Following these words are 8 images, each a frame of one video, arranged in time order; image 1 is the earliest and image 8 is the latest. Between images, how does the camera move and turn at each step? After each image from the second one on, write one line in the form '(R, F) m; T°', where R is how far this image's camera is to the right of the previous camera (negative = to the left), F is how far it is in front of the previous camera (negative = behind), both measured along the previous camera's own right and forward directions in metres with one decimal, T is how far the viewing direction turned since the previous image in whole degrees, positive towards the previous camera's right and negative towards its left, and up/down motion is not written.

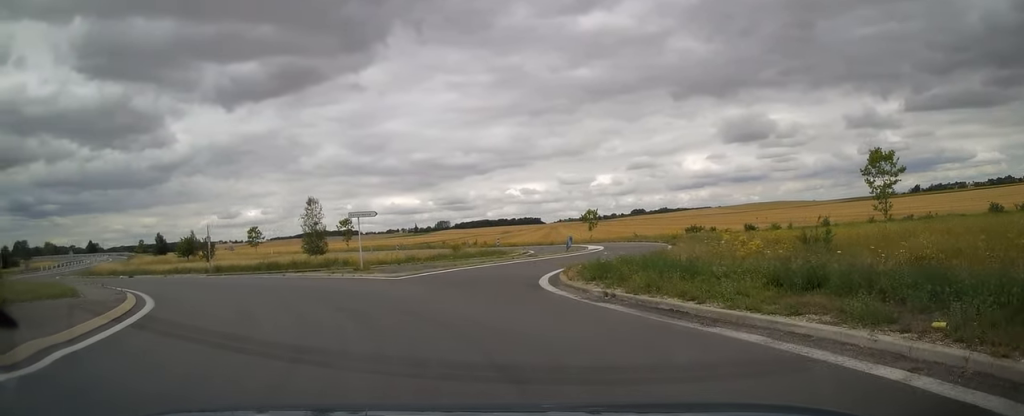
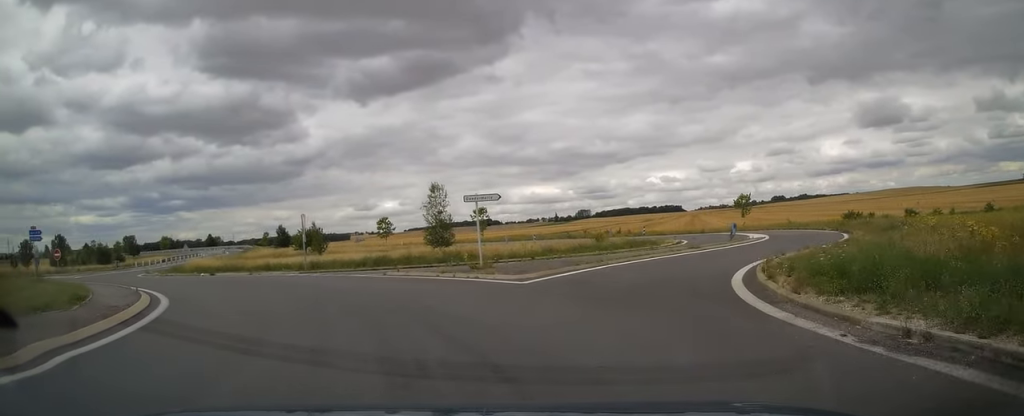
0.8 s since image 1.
(-0.7, +5.8) m; -14°
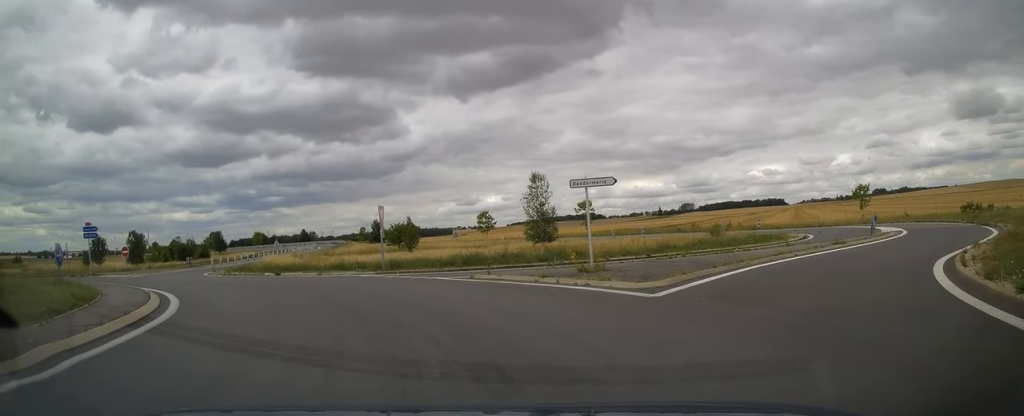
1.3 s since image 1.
(-0.2, +4.3) m; -11°
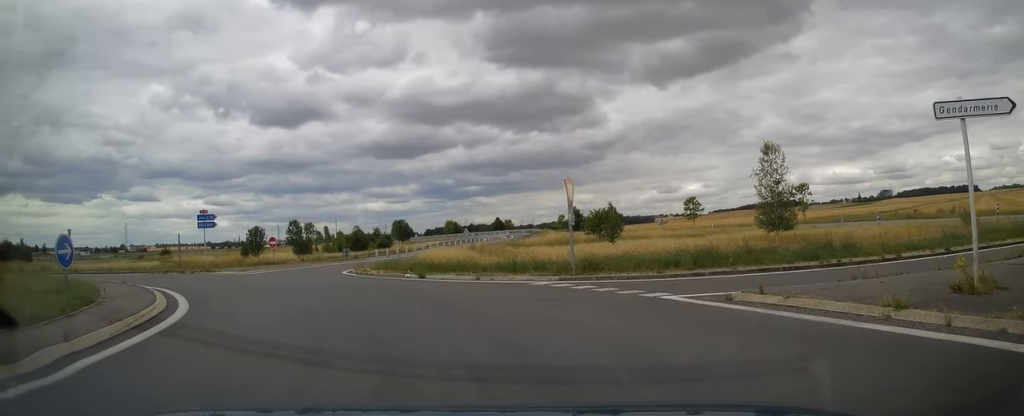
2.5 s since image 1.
(-2.0, +8.5) m; -22°
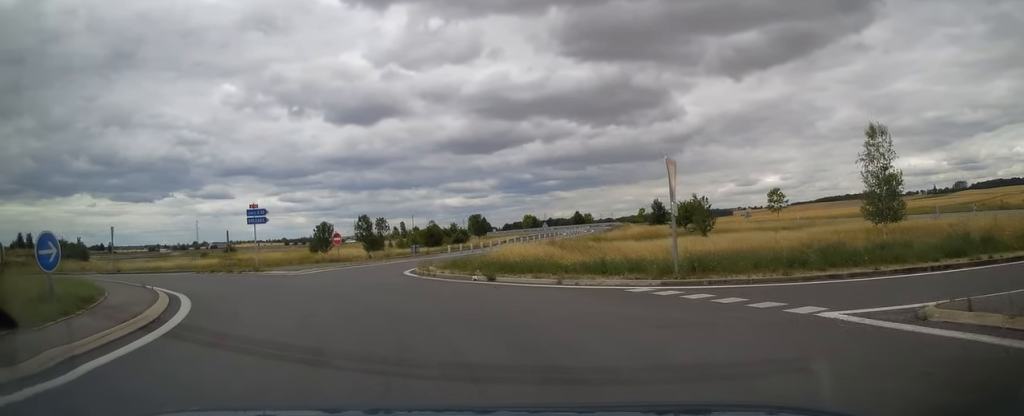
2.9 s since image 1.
(-0.3, +3.4) m; -6°
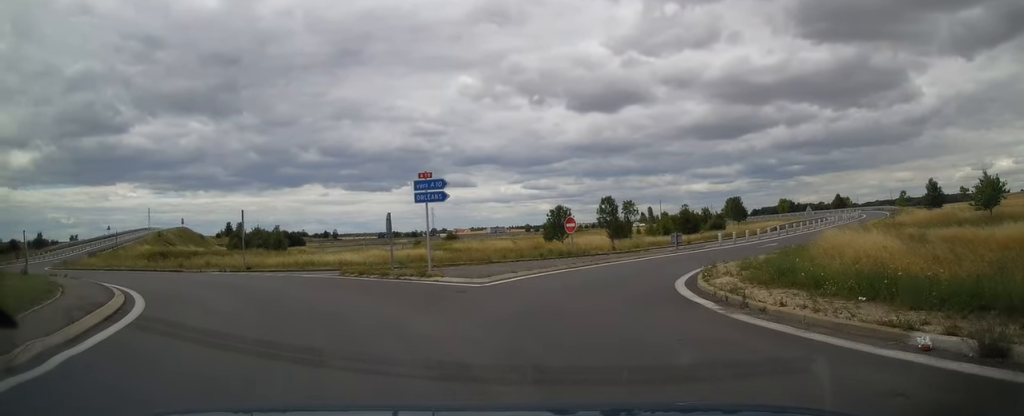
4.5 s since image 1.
(-1.9, +12.5) m; -14°
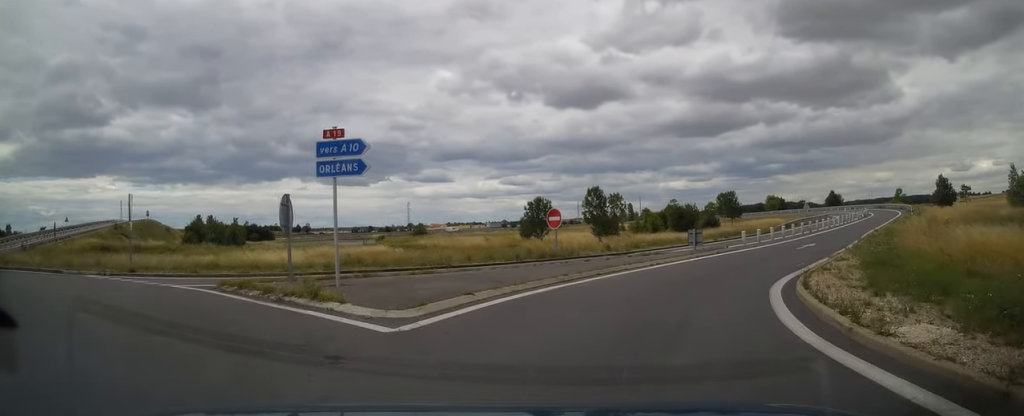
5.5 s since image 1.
(-0.4, +8.2) m; +1°
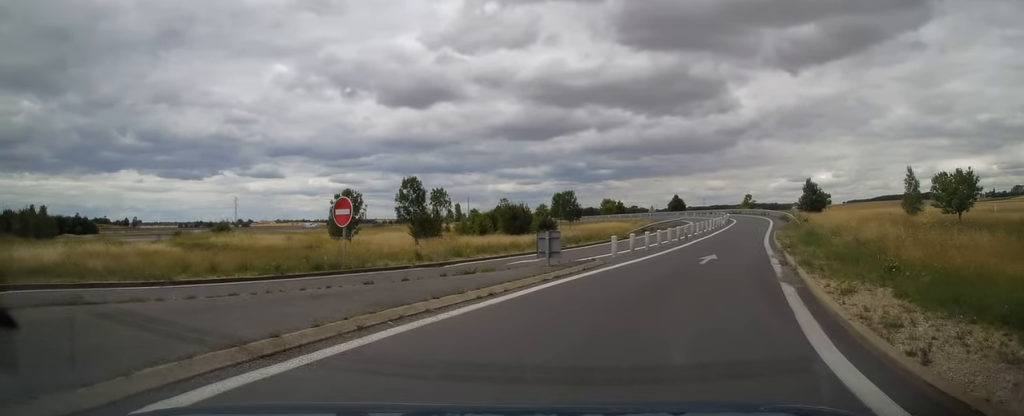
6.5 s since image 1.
(+0.8, +9.4) m; +12°
